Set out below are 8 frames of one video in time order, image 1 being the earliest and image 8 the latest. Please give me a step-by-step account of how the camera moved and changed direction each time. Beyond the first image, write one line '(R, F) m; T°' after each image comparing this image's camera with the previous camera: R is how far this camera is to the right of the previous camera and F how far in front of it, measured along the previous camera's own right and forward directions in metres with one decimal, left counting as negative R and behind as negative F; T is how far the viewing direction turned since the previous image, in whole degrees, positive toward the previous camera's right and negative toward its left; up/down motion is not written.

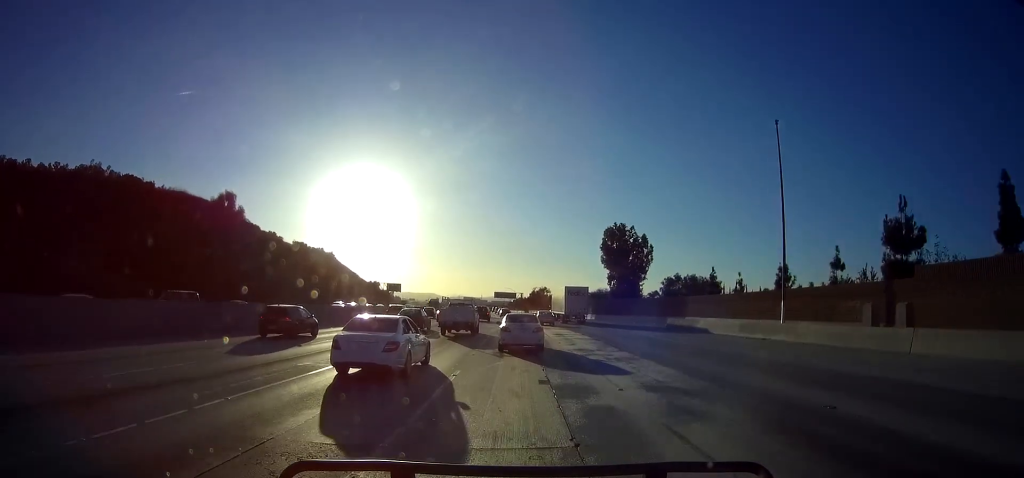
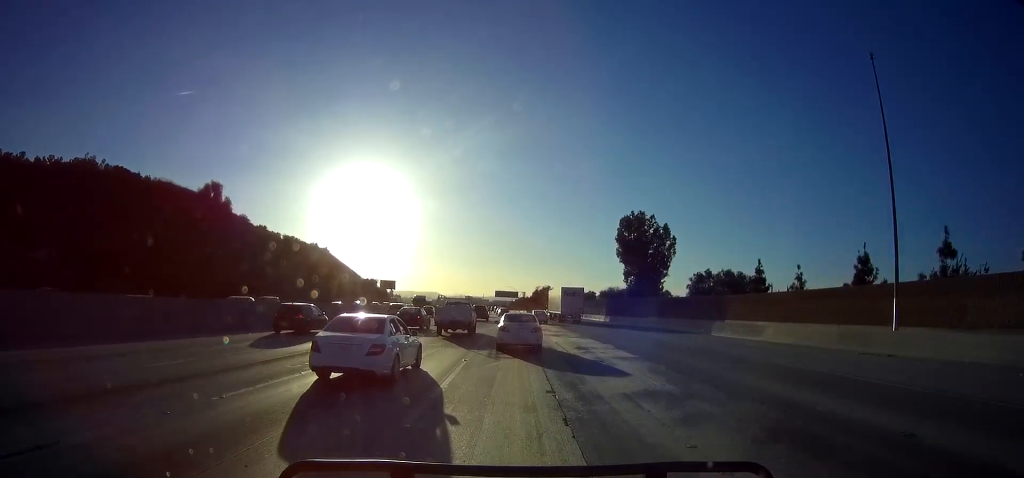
(0.0, +11.2) m; 0°
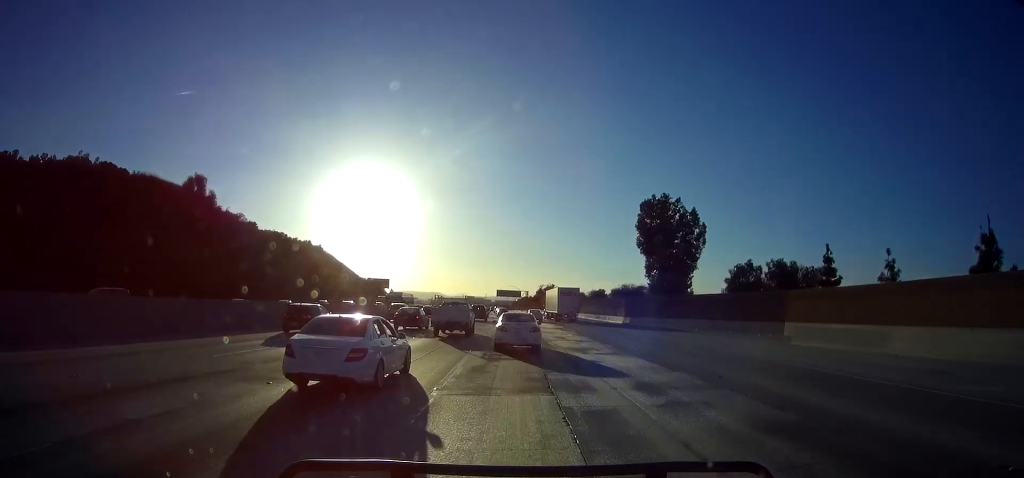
(0.0, +11.1) m; 0°
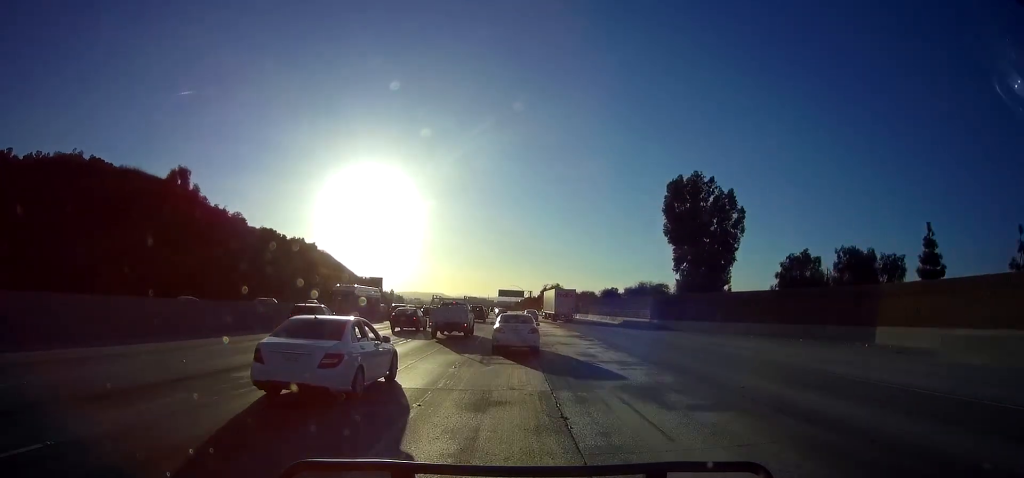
(0.0, +10.6) m; 0°
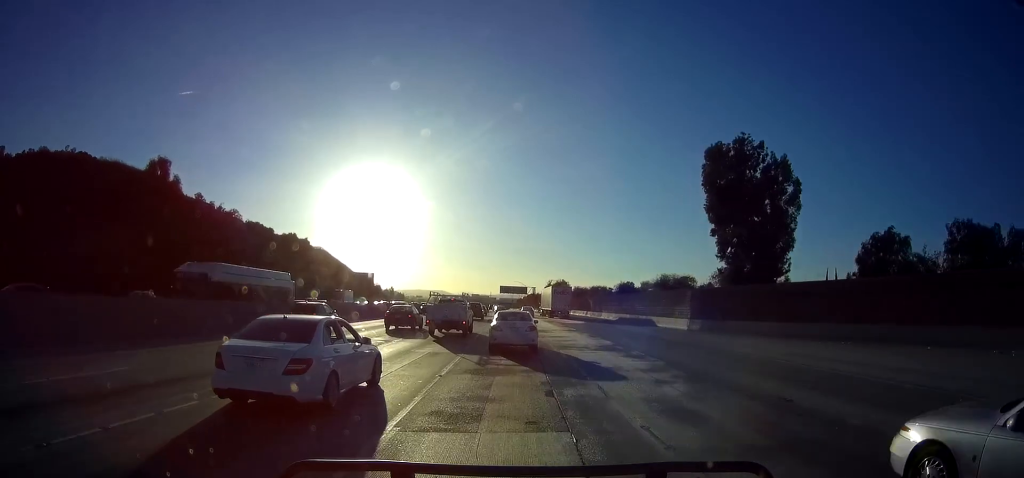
(0.0, +11.1) m; 0°
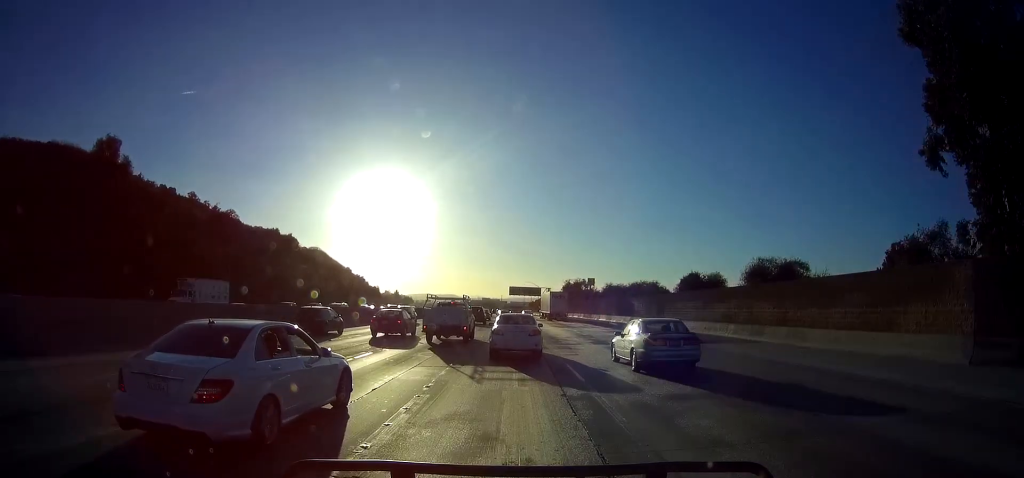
(-0.1, +25.9) m; -1°
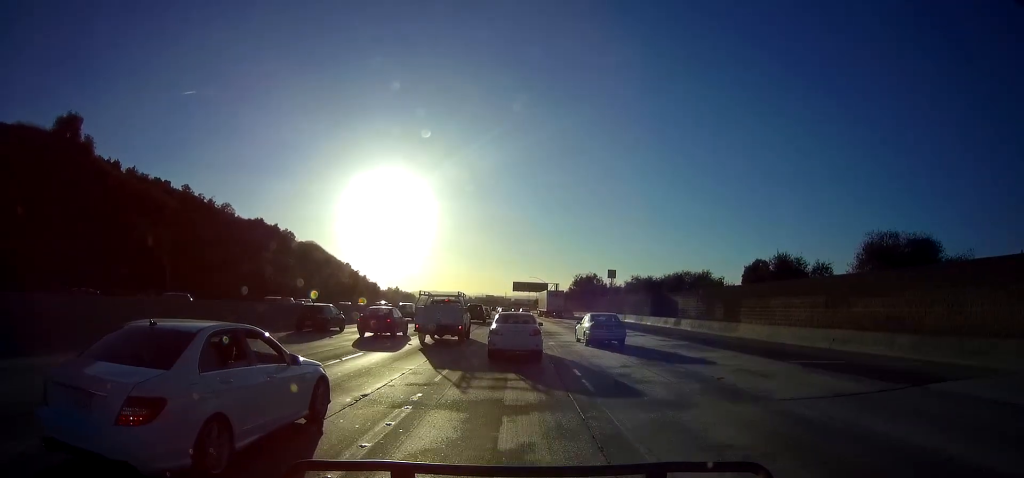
(-0.1, +15.4) m; 0°
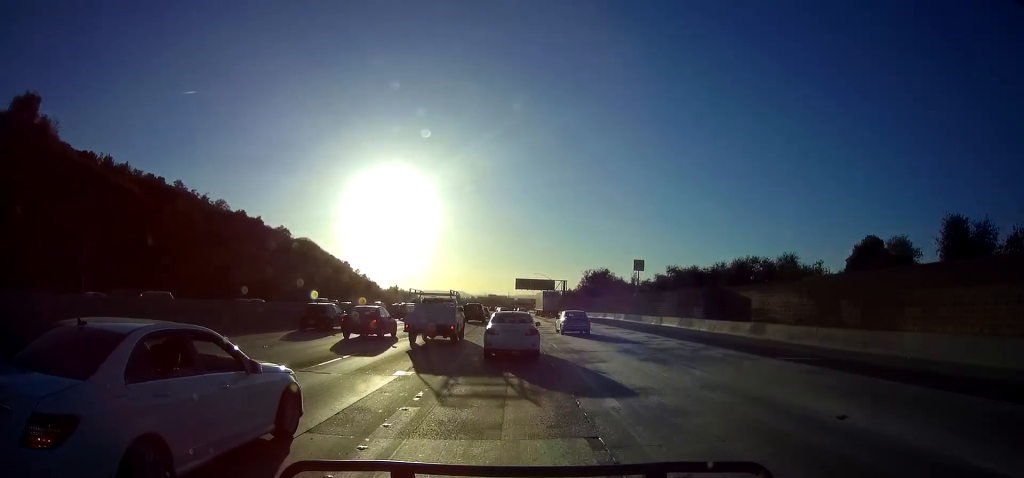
(0.0, +14.7) m; -1°
